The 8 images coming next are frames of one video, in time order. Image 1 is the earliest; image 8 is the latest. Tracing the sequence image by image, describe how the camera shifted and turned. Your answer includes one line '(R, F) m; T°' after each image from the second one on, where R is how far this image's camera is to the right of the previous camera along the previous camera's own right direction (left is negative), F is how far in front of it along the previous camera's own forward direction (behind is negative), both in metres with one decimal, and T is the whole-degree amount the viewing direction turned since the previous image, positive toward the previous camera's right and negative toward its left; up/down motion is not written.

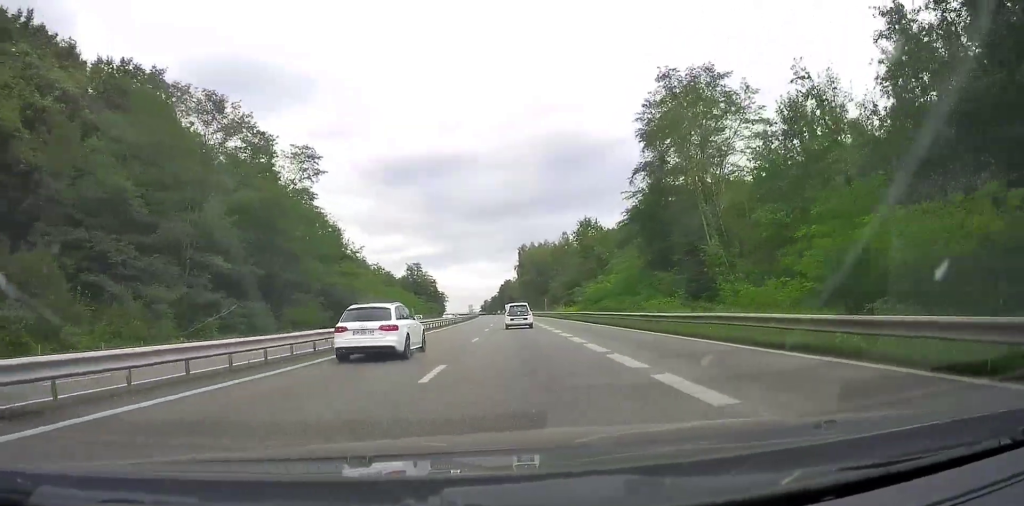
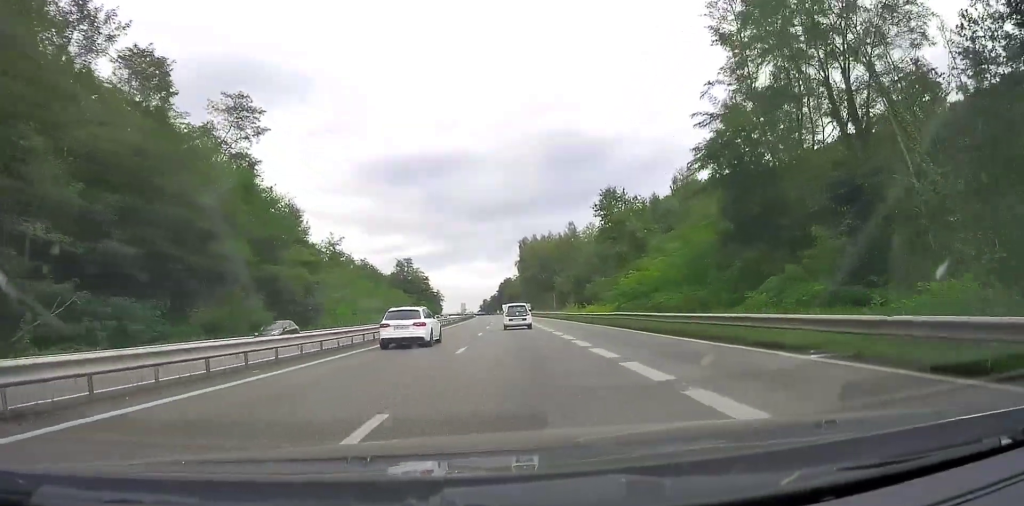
(+0.2, +18.9) m; 0°
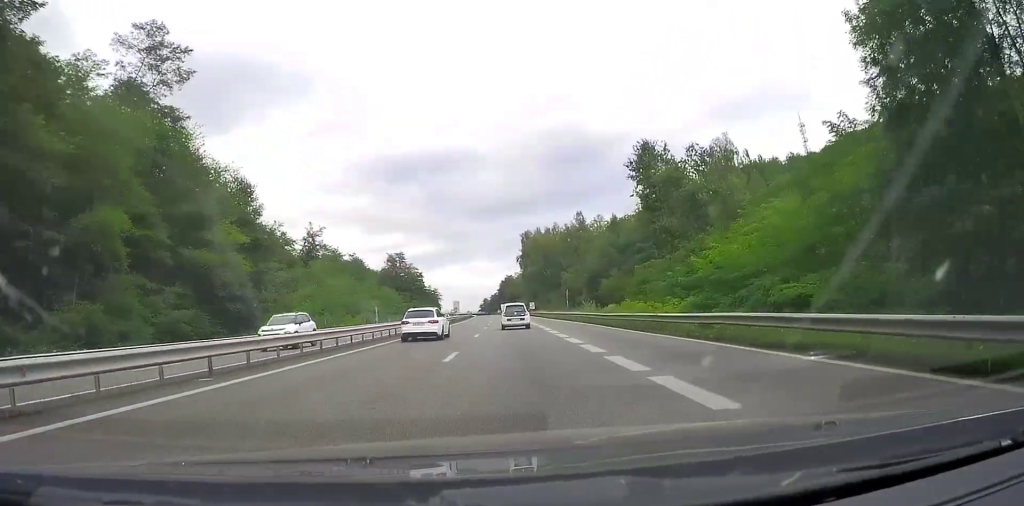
(-0.3, +15.6) m; -1°
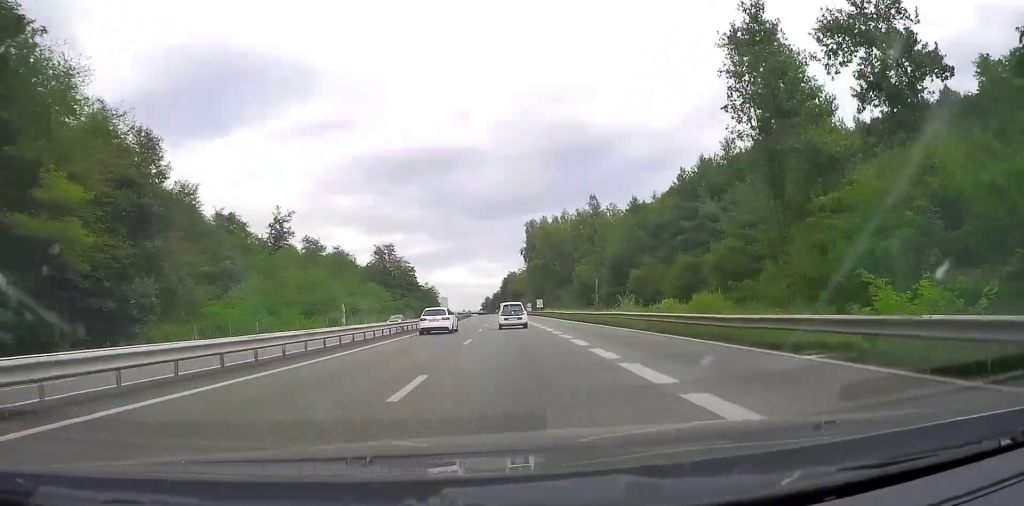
(-0.2, +19.3) m; 0°
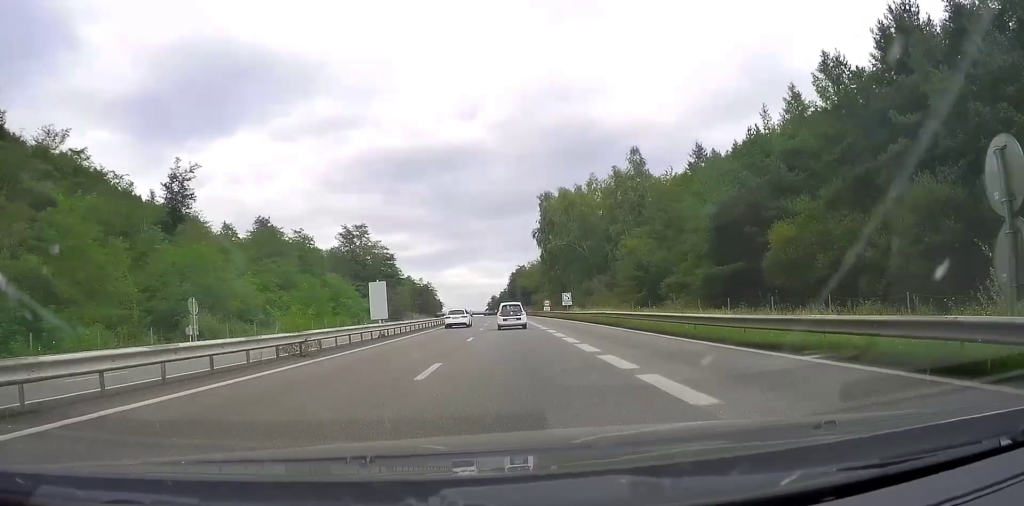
(+0.5, +36.6) m; +1°
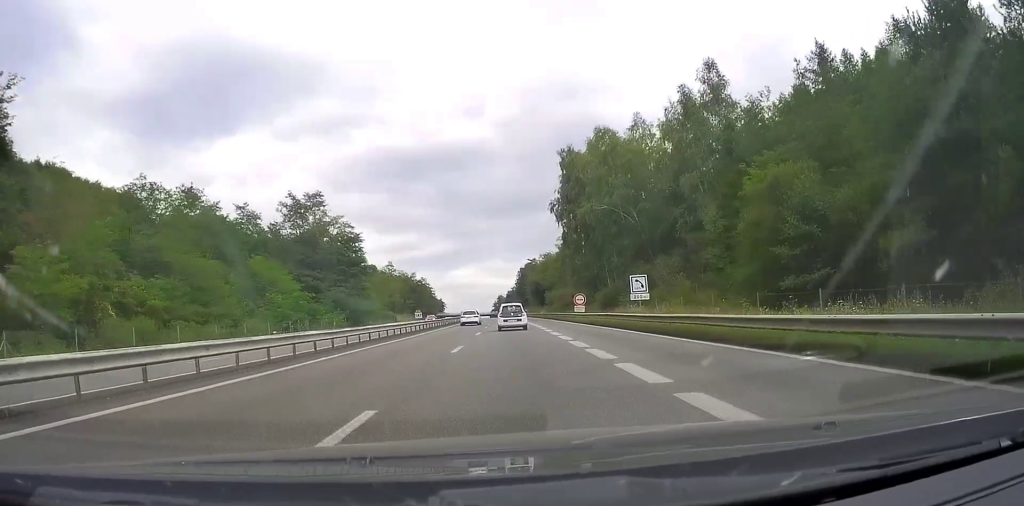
(-0.6, +32.6) m; -1°
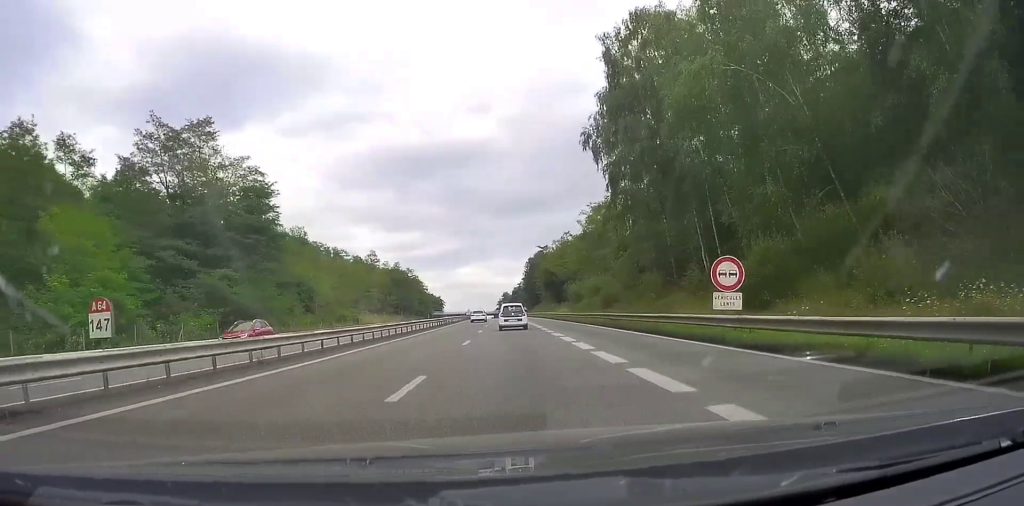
(+0.4, +35.7) m; 0°
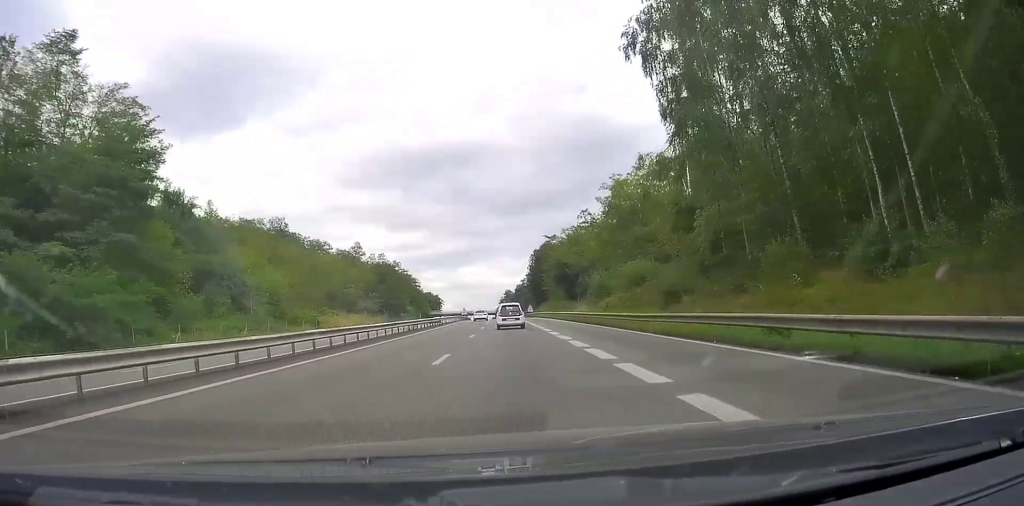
(-0.3, +20.9) m; -2°
